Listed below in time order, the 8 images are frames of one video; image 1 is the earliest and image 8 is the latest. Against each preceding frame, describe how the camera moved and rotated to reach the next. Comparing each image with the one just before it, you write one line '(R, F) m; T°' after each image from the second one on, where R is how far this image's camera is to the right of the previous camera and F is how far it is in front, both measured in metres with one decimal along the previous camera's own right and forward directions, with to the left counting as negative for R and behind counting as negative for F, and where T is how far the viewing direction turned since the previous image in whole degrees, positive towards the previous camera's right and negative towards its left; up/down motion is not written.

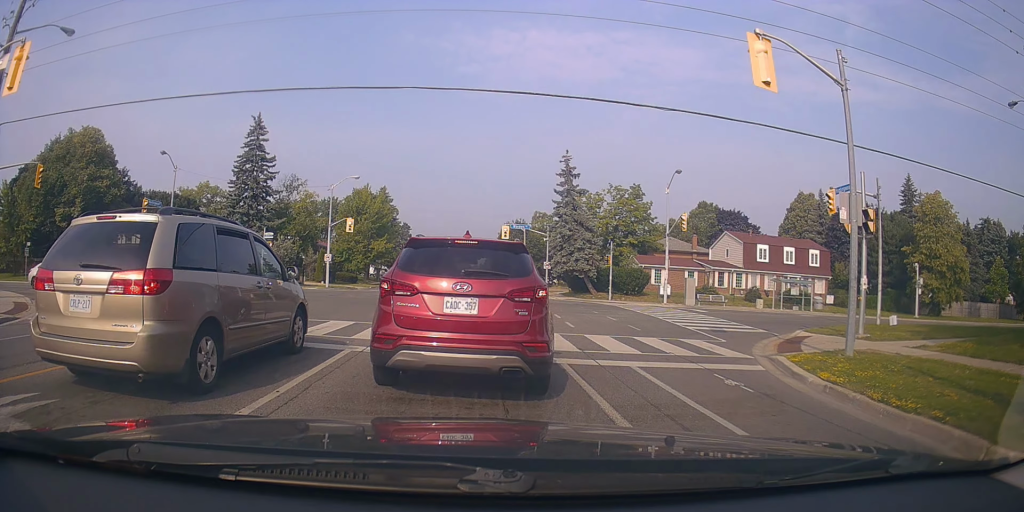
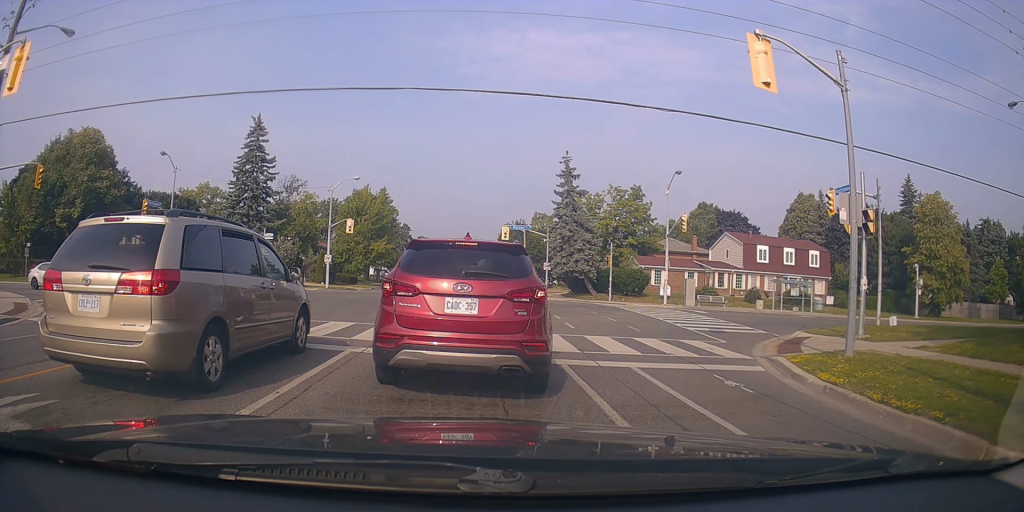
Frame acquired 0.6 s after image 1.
(0.0, 0.0) m; 0°
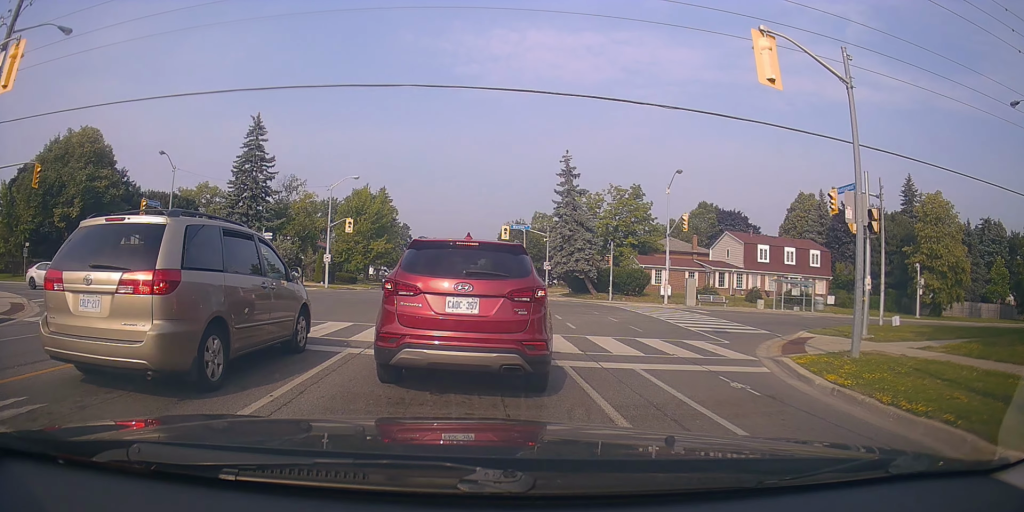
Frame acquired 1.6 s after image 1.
(0.0, 0.0) m; 0°
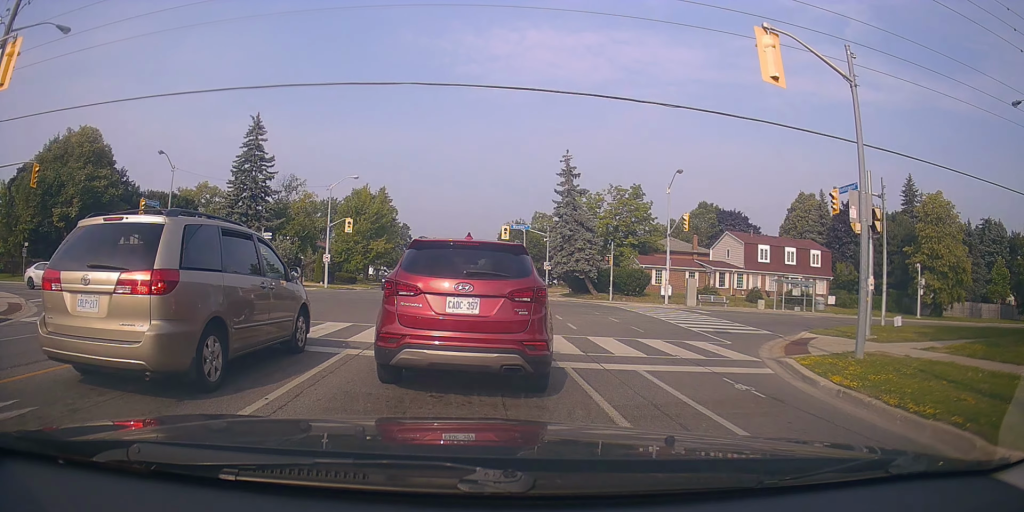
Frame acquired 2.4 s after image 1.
(0.0, 0.0) m; 0°
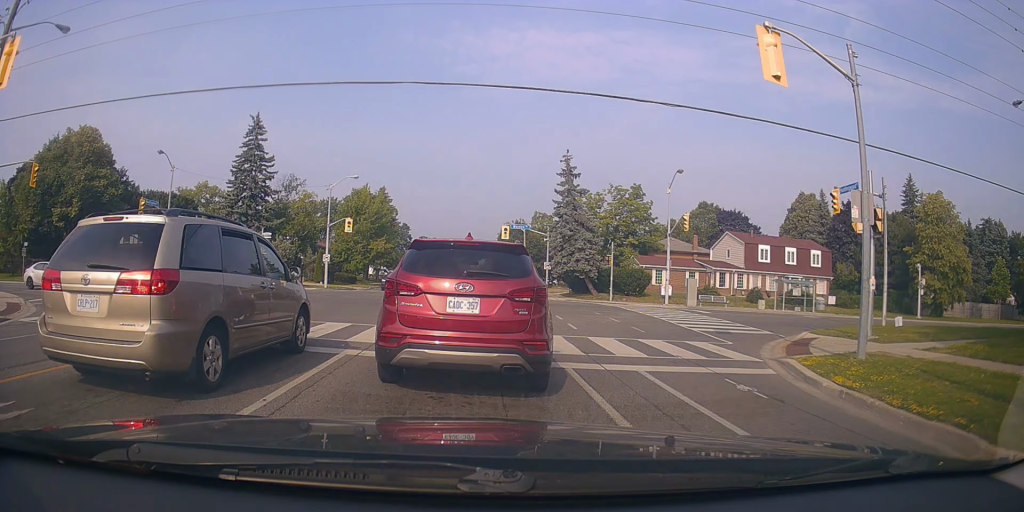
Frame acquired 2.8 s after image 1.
(0.0, 0.0) m; 0°
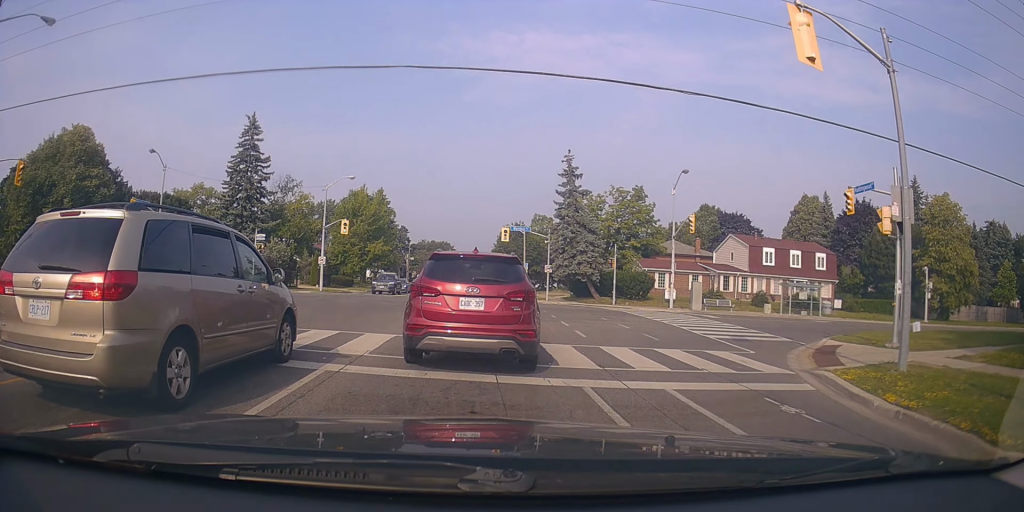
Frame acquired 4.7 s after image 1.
(-0.3, +0.7) m; 0°
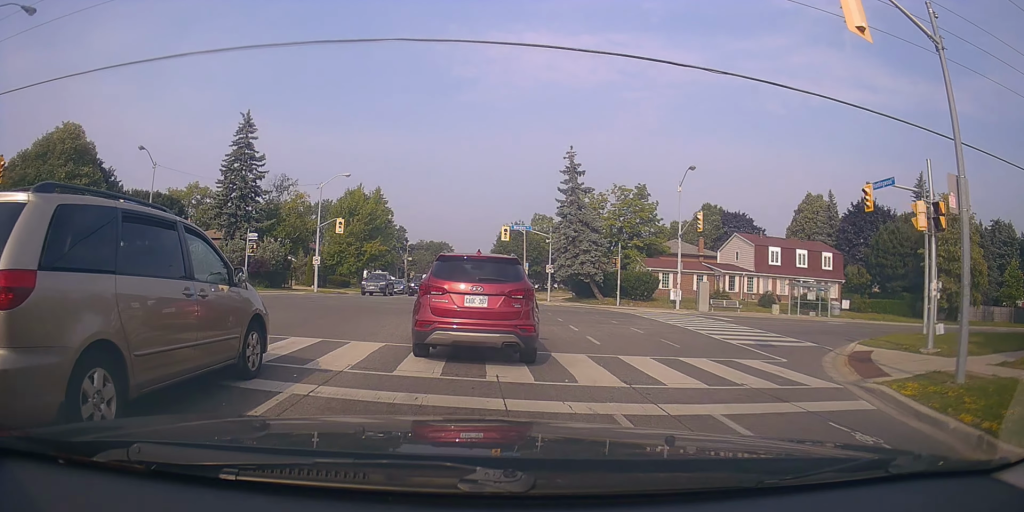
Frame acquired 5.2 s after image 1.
(0.0, +1.0) m; +2°
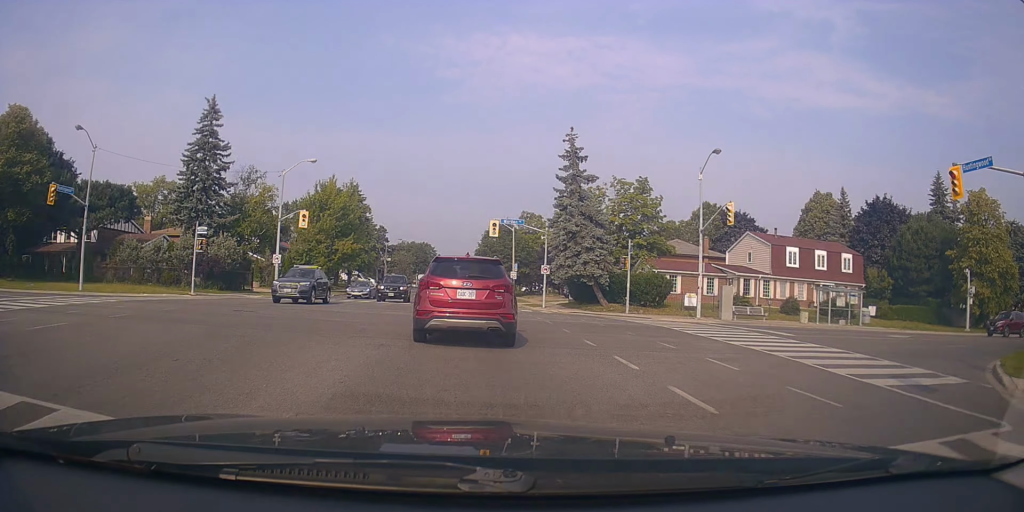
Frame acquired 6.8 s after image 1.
(+0.8, +5.7) m; +5°
